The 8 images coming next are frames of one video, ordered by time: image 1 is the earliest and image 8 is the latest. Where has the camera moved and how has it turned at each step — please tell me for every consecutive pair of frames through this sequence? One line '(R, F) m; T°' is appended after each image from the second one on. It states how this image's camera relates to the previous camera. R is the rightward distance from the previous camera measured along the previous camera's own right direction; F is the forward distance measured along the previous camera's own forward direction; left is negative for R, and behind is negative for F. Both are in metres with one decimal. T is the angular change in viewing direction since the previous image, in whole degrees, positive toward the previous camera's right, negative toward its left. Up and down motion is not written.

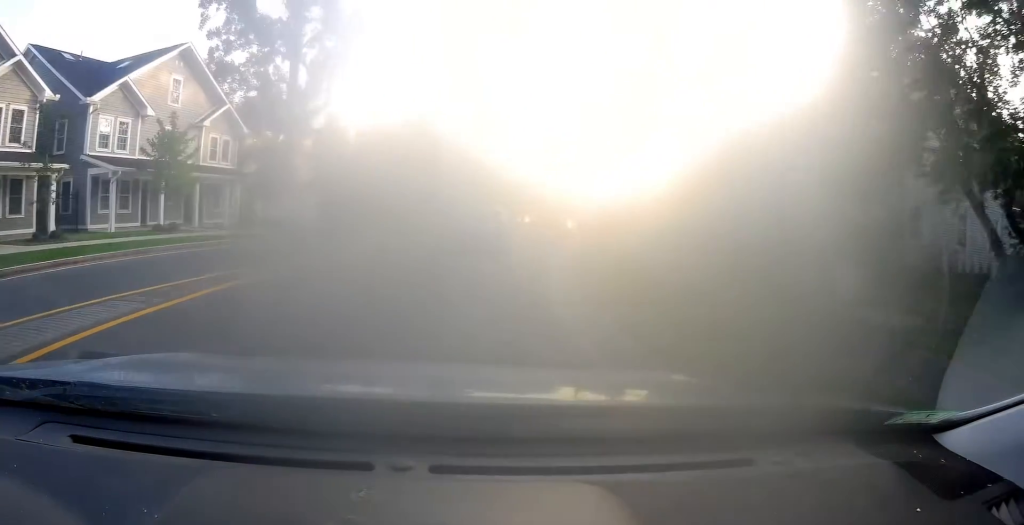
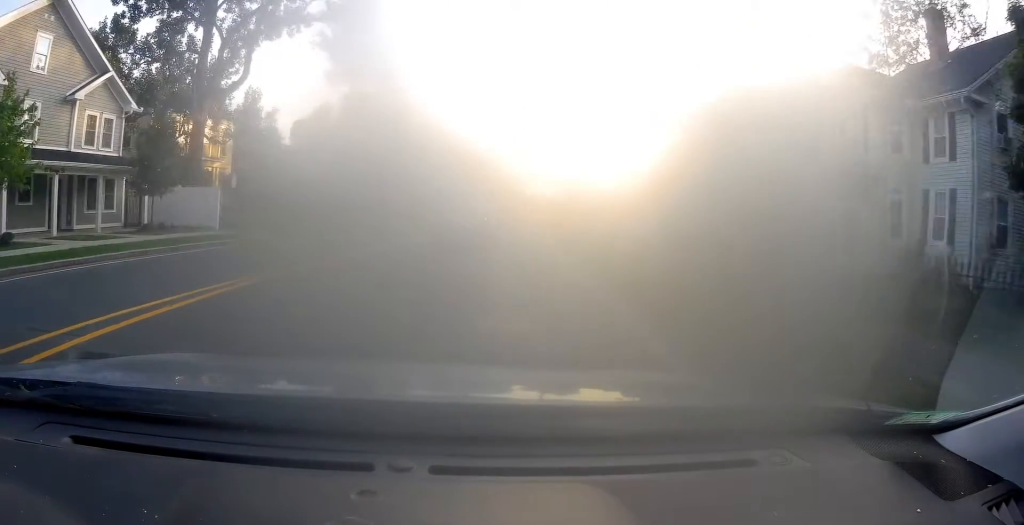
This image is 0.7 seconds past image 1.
(+0.2, +8.9) m; +5°
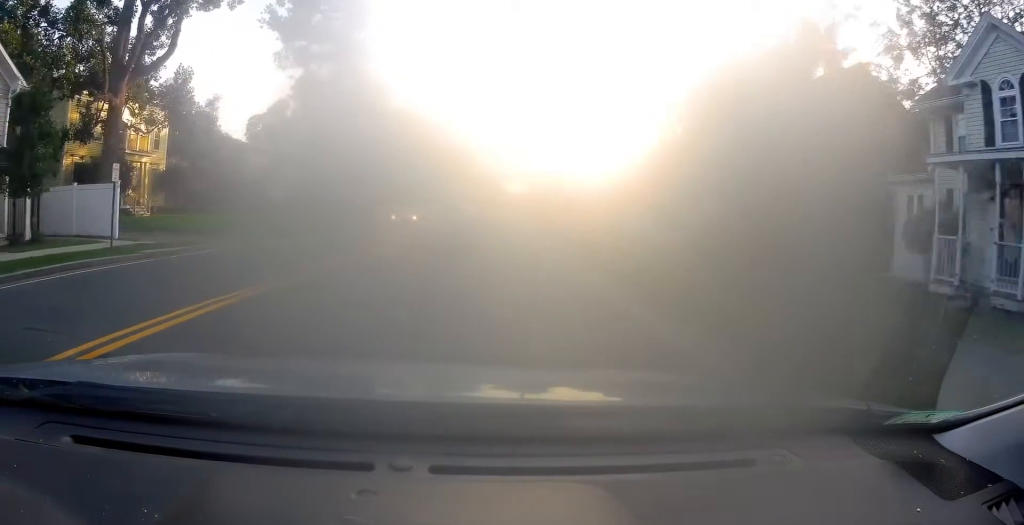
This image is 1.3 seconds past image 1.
(-0.1, +6.5) m; +3°
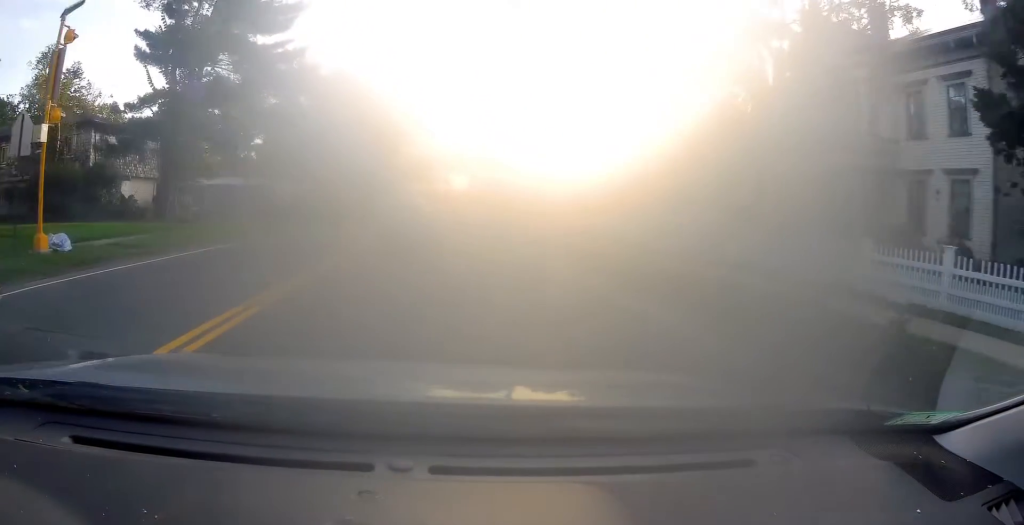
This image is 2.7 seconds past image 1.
(+1.2, +16.8) m; +3°
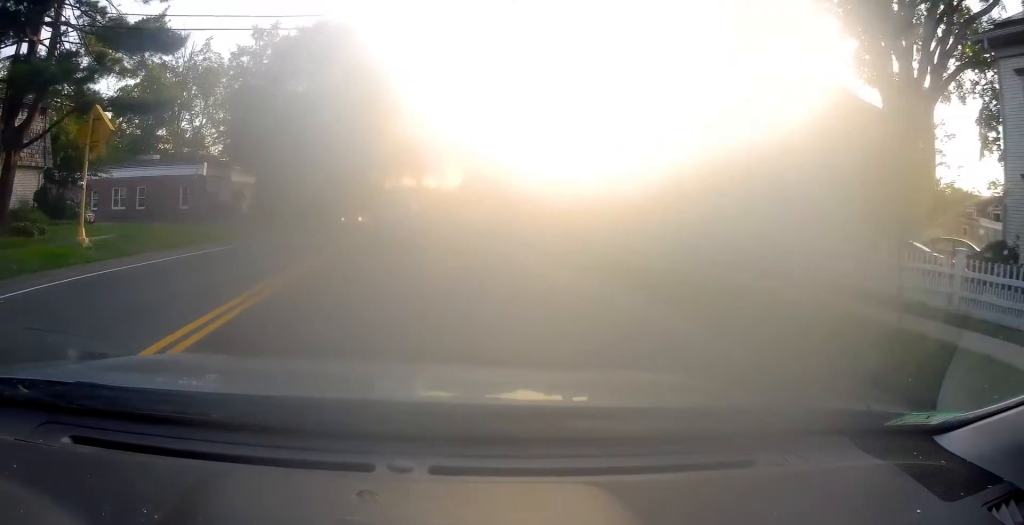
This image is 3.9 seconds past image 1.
(+0.2, +14.0) m; 0°
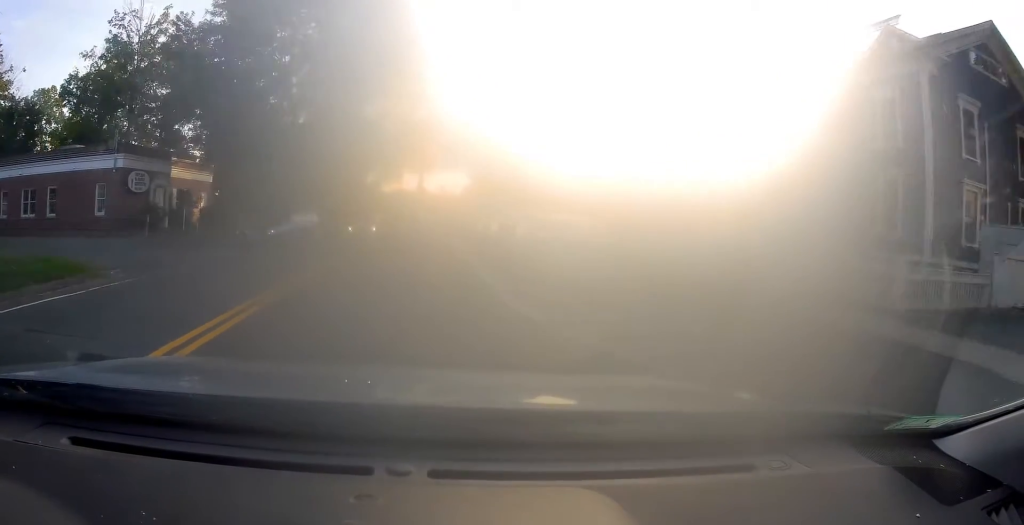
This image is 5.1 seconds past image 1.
(-0.4, +12.9) m; -3°
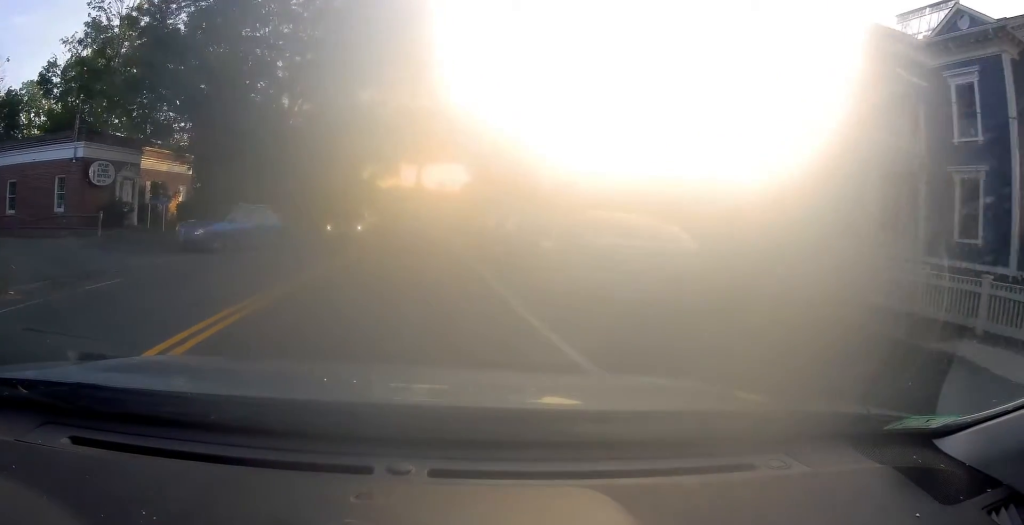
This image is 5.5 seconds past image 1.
(0.0, +4.2) m; 0°
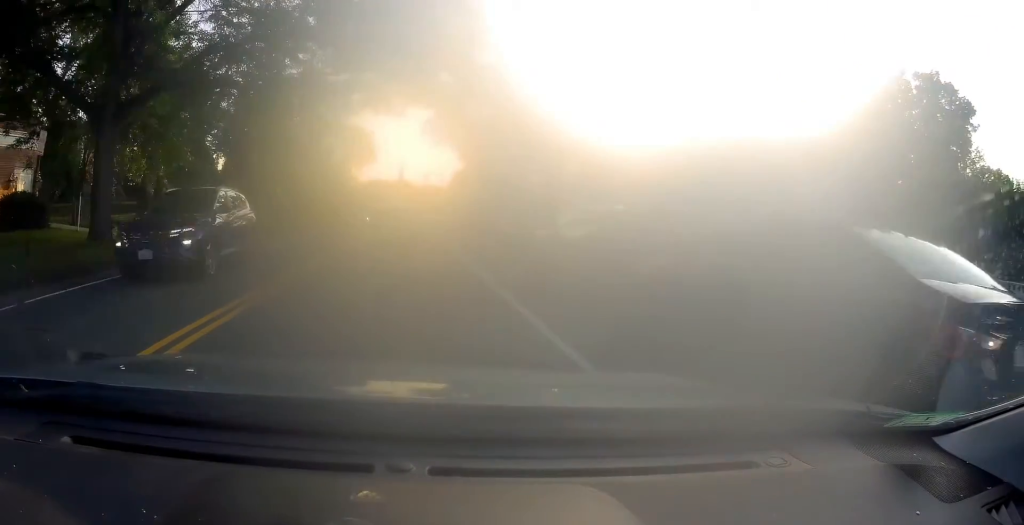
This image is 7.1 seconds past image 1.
(+0.6, +17.5) m; +4°
